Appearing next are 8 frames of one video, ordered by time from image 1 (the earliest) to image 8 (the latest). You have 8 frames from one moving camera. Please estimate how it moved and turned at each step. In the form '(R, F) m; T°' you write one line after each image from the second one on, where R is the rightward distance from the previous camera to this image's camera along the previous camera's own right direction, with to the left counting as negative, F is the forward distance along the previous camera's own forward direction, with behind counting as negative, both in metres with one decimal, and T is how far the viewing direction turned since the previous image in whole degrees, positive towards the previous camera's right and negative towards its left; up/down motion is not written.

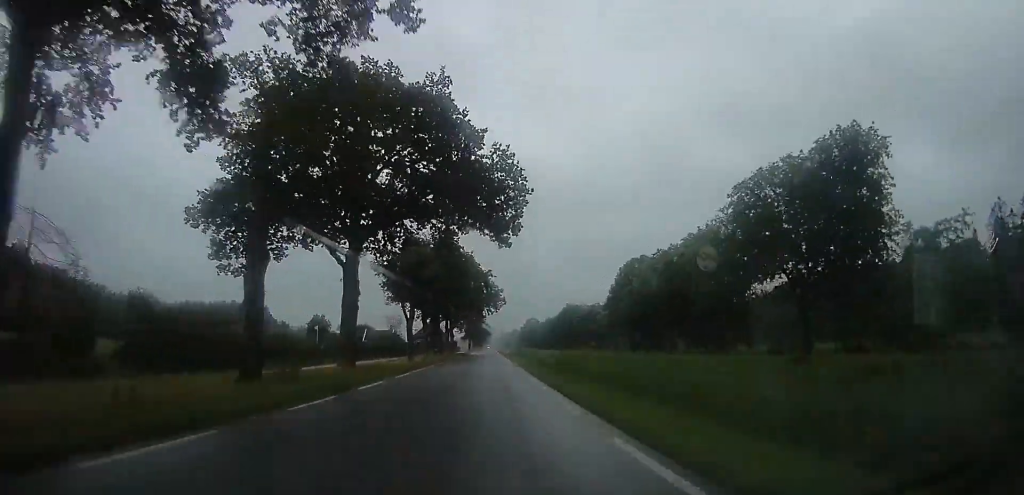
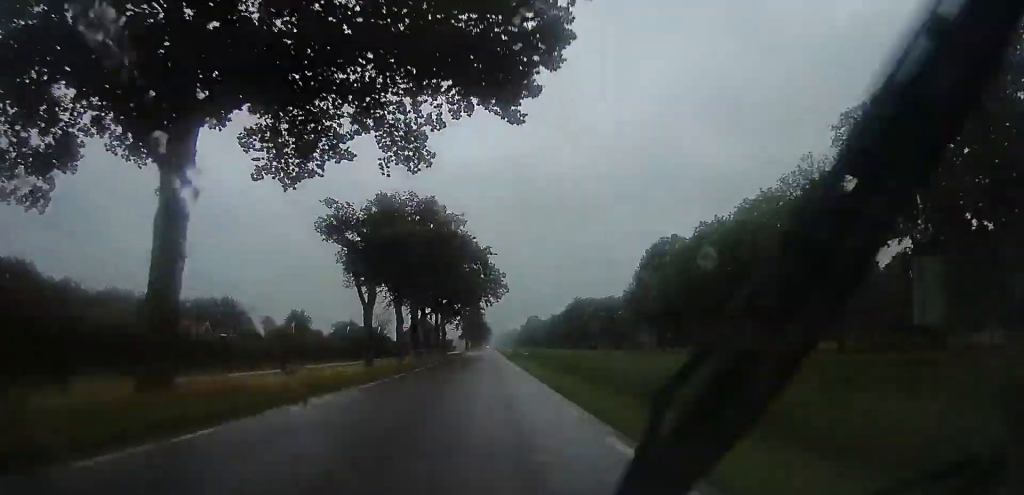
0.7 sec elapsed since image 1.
(-0.3, +18.0) m; 0°
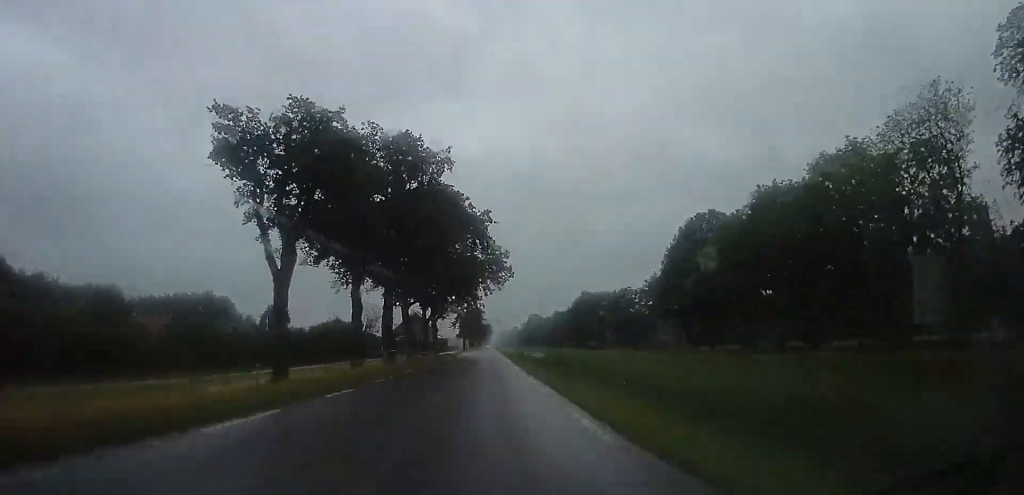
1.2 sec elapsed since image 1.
(-0.4, +15.4) m; +1°
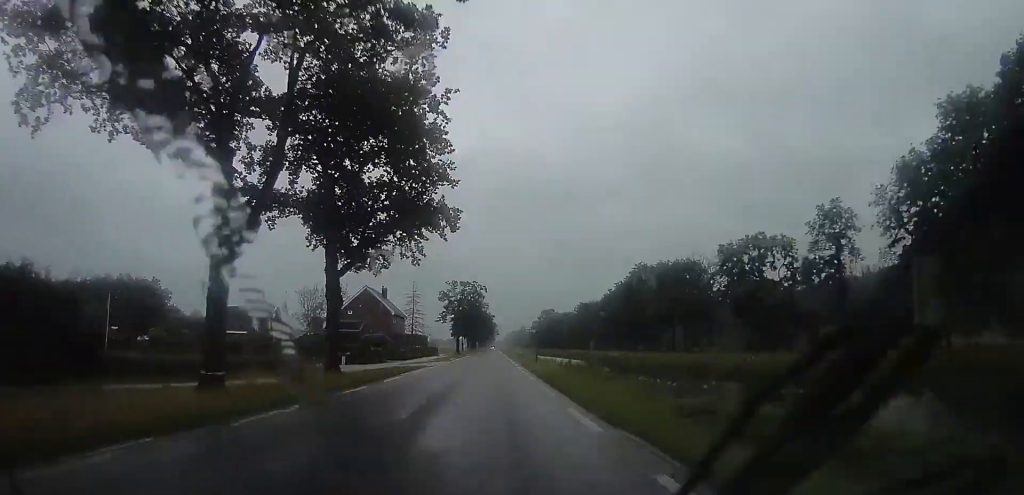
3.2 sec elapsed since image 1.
(+1.0, +53.3) m; -1°
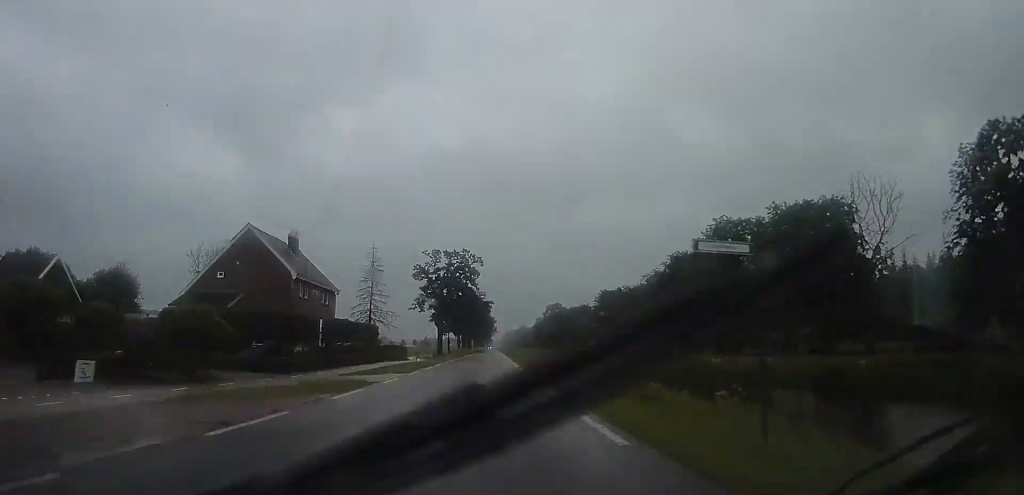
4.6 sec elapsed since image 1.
(+0.1, +37.3) m; +2°
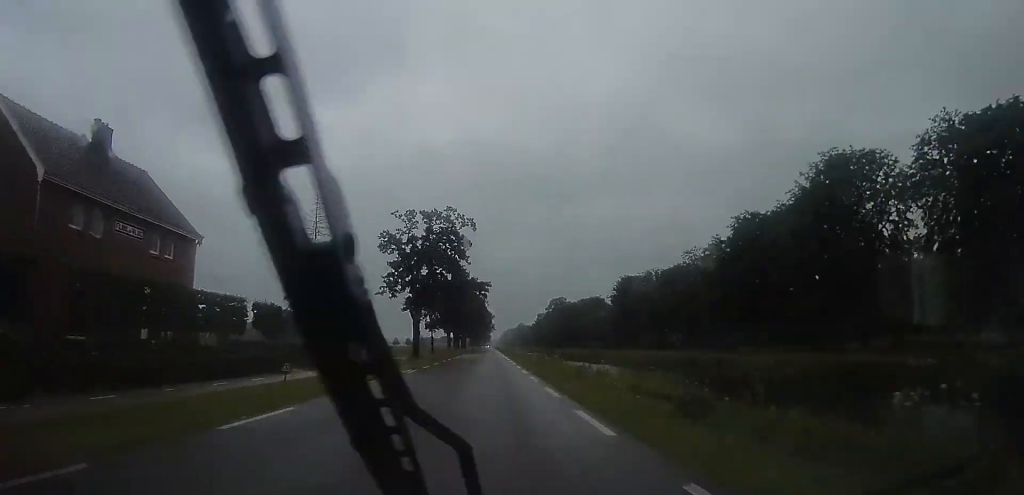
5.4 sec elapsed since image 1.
(+0.7, +23.7) m; +1°
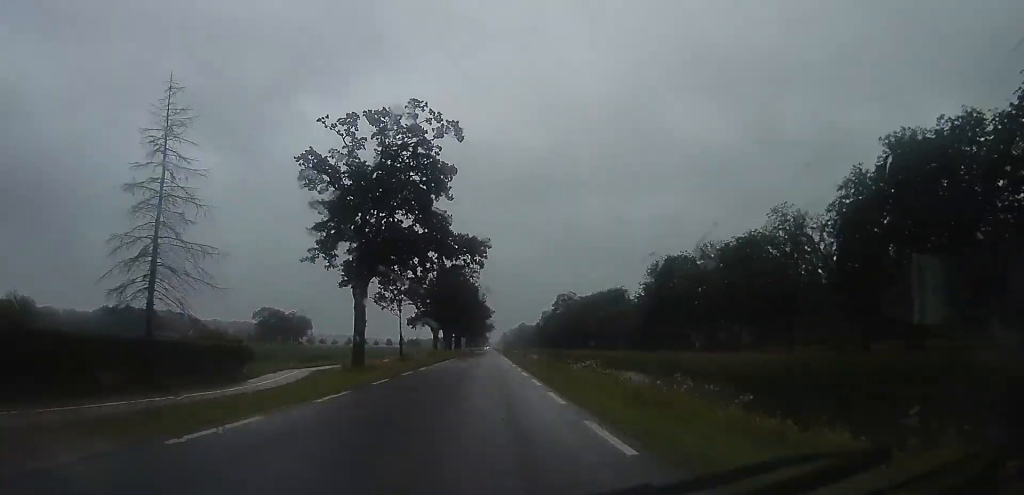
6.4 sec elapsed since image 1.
(-0.6, +25.5) m; 0°
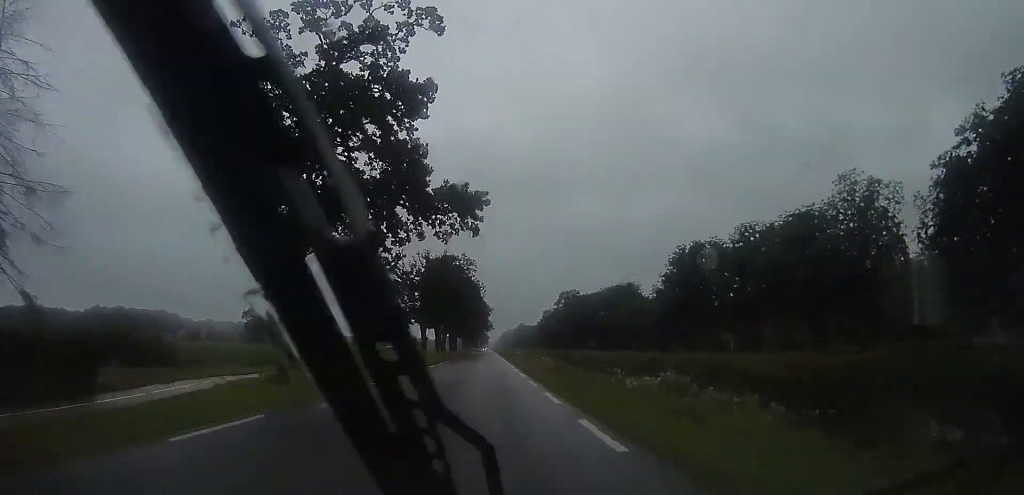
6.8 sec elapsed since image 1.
(+0.4, +11.9) m; 0°
